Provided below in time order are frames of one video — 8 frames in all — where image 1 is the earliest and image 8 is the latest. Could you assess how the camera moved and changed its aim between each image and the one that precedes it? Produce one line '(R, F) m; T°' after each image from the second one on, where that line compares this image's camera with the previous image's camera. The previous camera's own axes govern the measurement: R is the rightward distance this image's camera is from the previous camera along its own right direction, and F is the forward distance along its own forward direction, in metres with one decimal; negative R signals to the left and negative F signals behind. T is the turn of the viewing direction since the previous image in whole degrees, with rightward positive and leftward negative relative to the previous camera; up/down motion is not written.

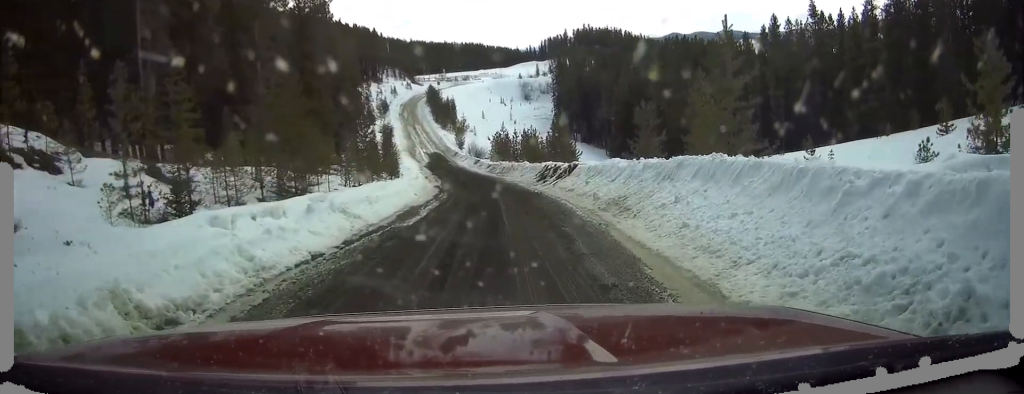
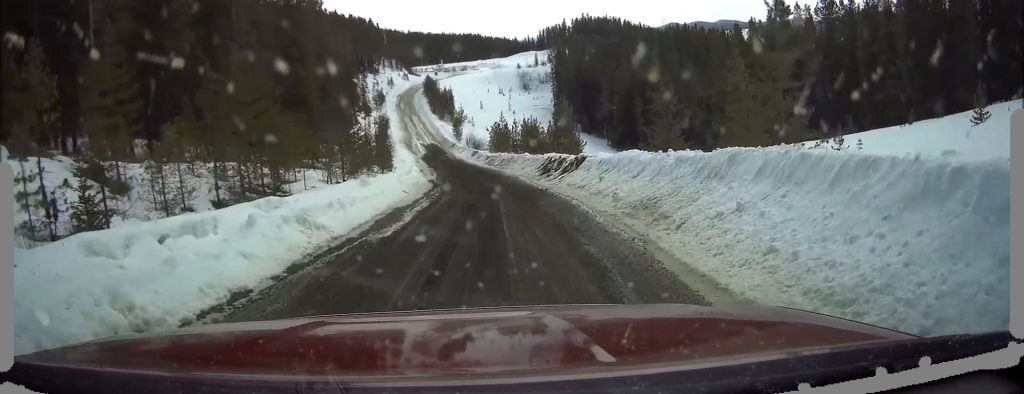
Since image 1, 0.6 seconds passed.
(0.0, +3.3) m; -1°
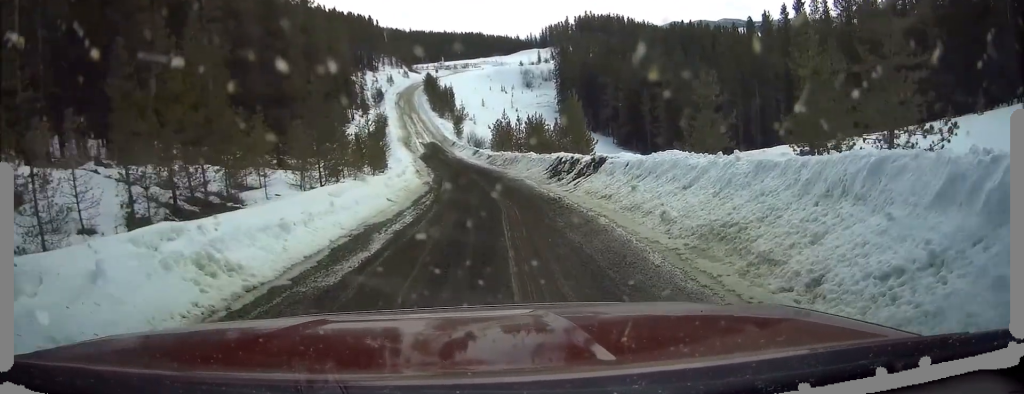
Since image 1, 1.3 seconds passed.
(-0.1, +4.4) m; +2°
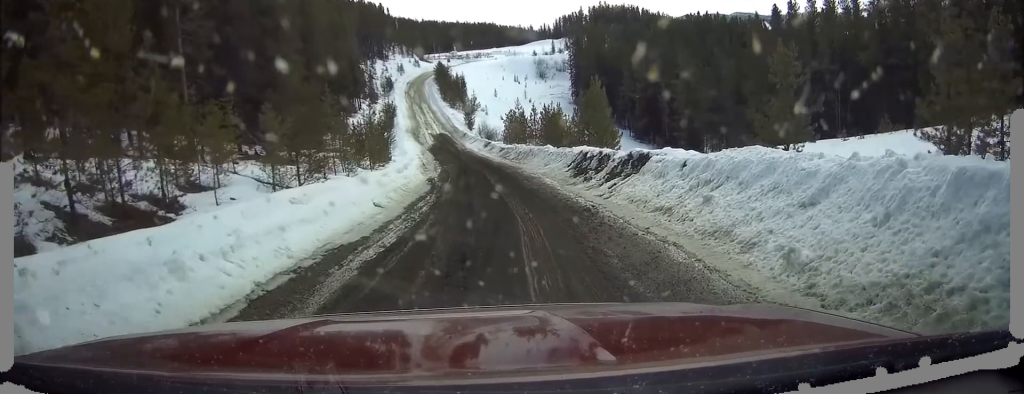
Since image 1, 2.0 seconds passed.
(+0.1, +4.5) m; +2°
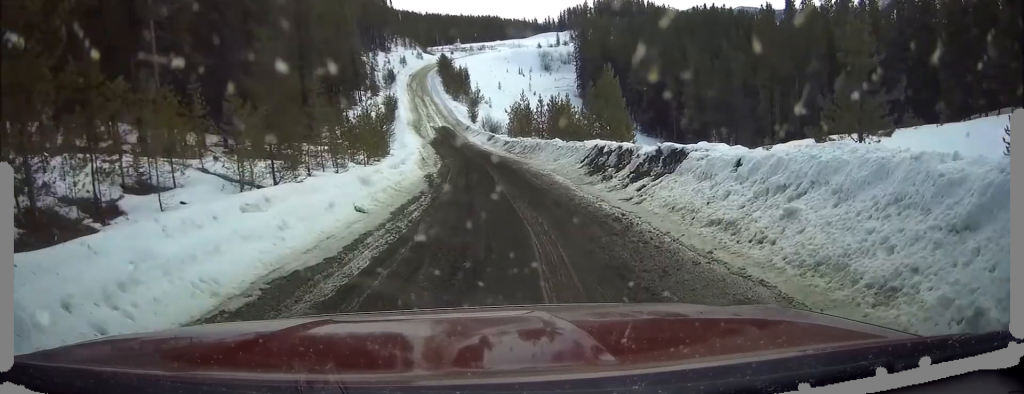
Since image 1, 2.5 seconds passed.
(+0.2, +2.9) m; +1°
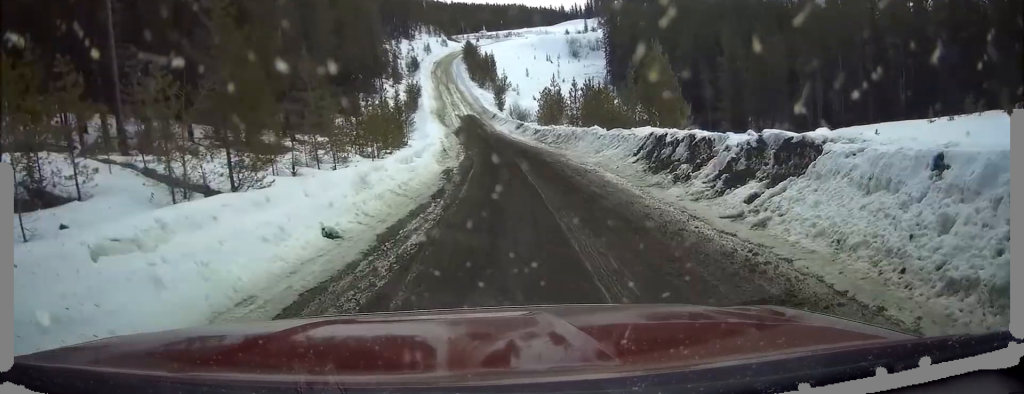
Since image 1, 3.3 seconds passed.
(-0.1, +4.8) m; -2°
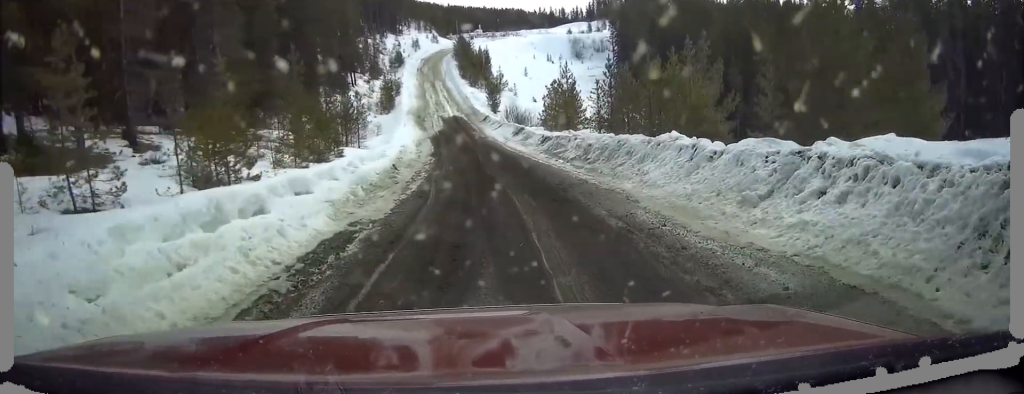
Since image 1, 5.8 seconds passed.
(-0.7, +16.4) m; -5°
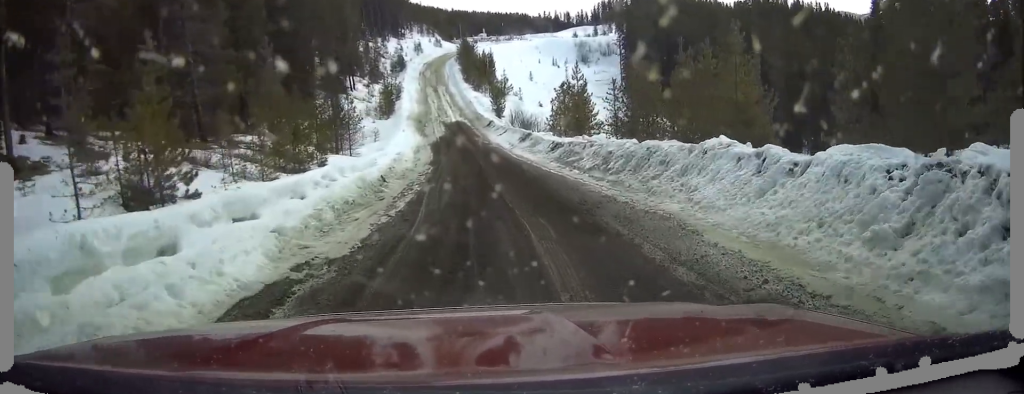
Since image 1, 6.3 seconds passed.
(-0.2, +3.5) m; +1°
